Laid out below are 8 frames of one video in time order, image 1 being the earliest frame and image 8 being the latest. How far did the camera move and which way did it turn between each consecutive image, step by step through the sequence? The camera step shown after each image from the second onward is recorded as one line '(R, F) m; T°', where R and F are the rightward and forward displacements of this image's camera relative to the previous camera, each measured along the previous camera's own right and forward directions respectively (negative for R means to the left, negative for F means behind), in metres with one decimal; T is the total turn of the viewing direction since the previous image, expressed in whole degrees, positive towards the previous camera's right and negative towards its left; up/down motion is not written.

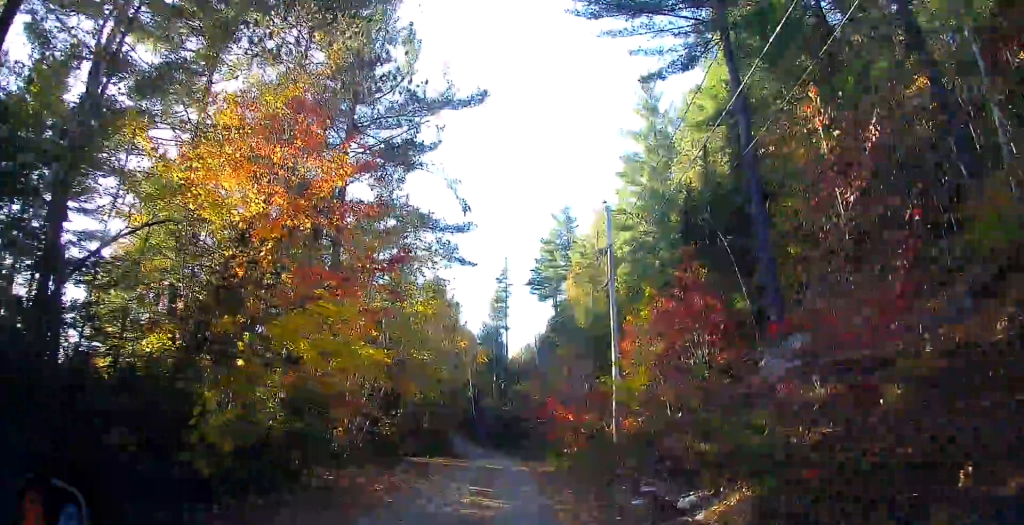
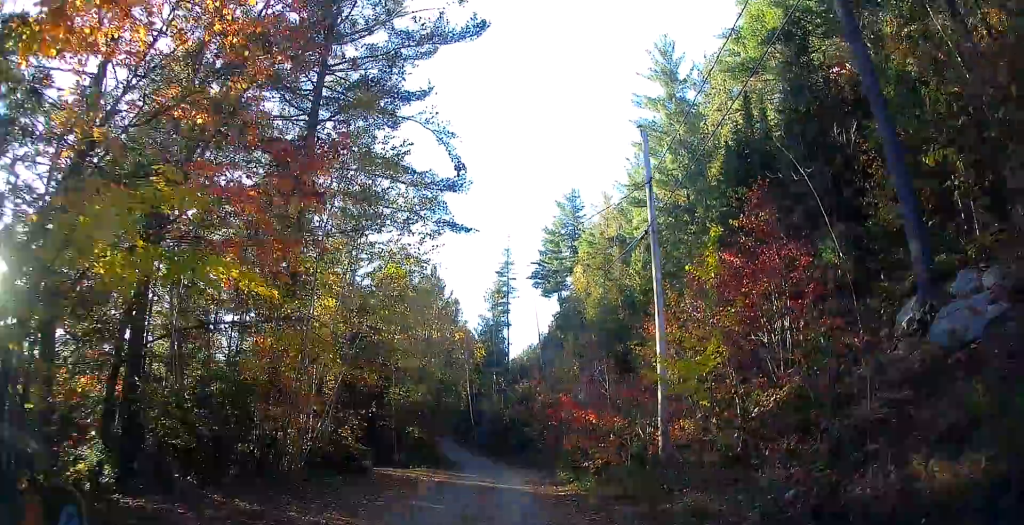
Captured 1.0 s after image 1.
(-0.1, +7.1) m; 0°
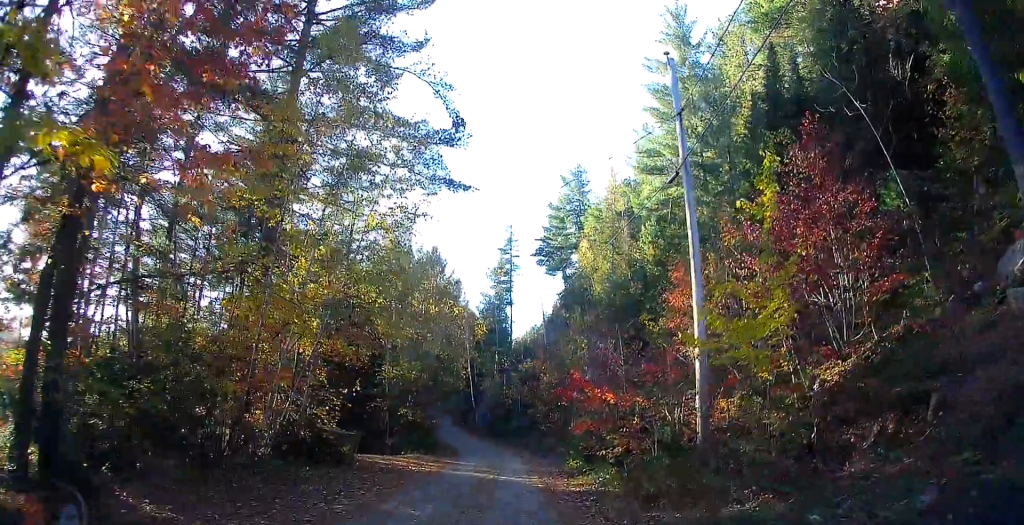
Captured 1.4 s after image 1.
(0.0, +3.2) m; +1°
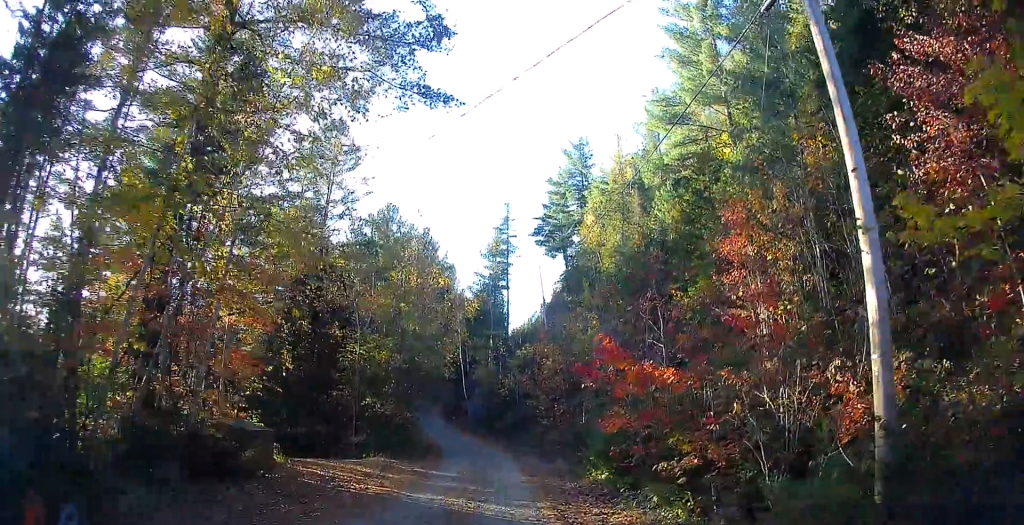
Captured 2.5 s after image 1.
(+0.1, +7.0) m; -1°
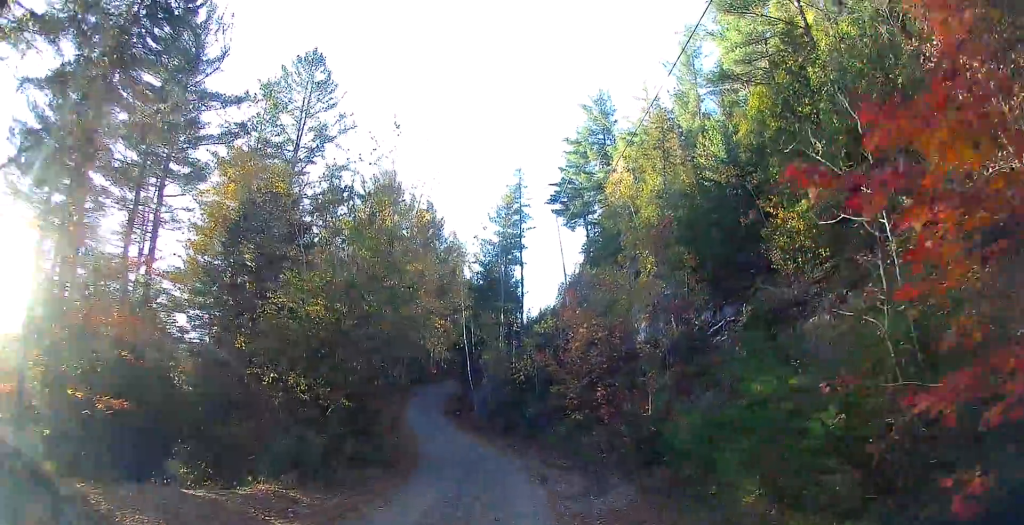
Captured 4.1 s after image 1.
(-0.6, +10.6) m; -6°
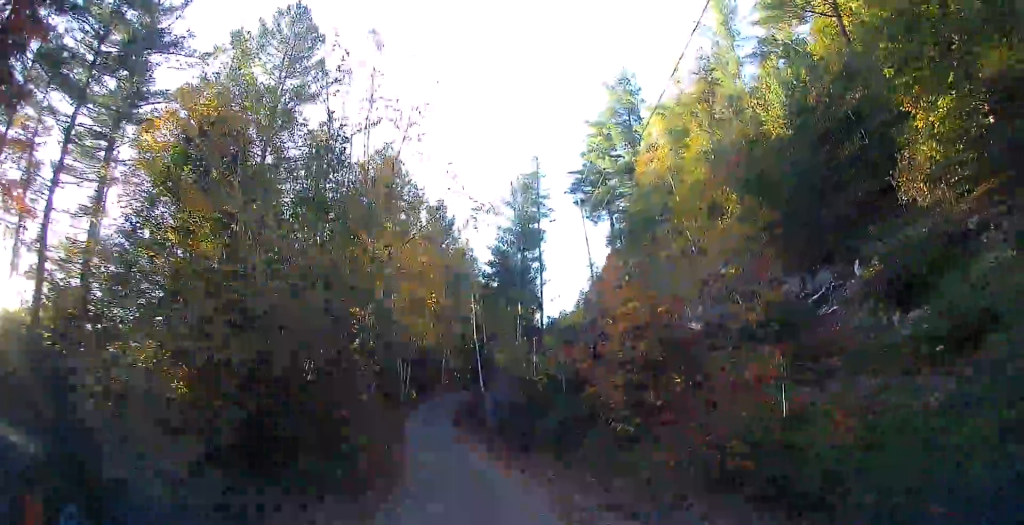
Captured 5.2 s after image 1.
(-0.1, +7.5) m; 0°
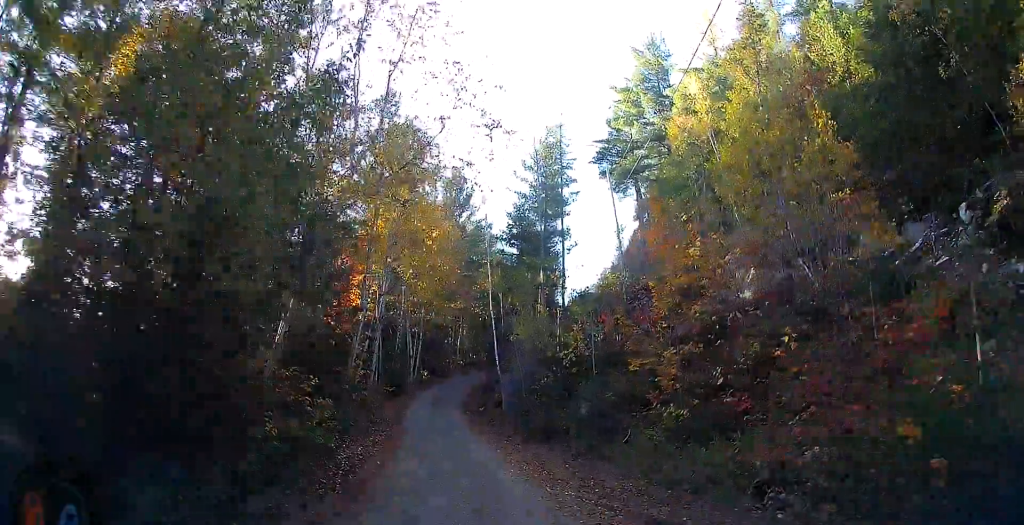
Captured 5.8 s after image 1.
(+0.1, +4.1) m; 0°
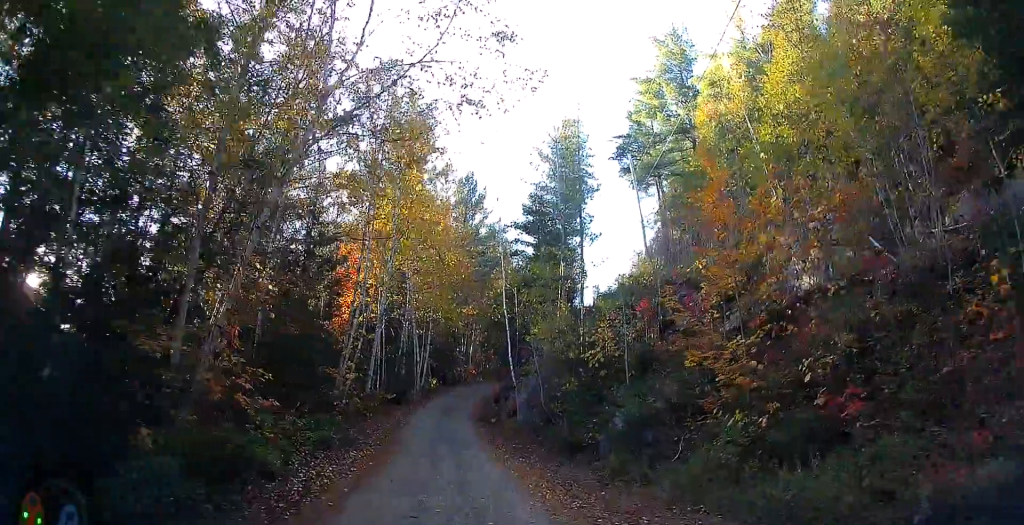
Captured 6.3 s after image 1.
(+0.1, +3.7) m; -2°
